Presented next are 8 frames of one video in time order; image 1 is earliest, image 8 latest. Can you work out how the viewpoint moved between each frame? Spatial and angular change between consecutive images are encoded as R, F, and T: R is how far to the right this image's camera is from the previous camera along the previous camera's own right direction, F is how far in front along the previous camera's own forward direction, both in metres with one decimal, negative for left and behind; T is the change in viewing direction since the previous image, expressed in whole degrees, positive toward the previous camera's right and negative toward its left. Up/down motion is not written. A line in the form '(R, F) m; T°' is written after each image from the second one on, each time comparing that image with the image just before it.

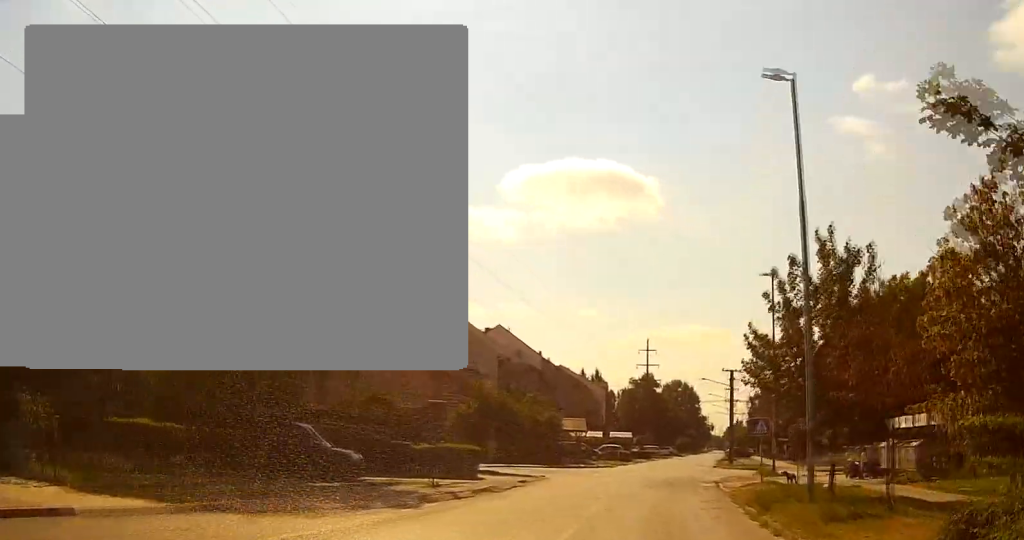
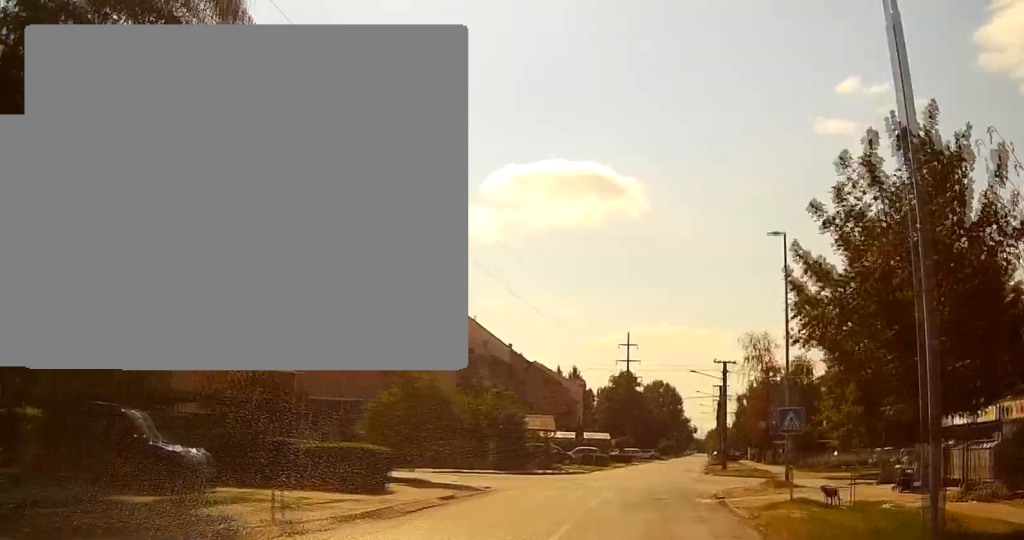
(0.0, +9.6) m; +1°
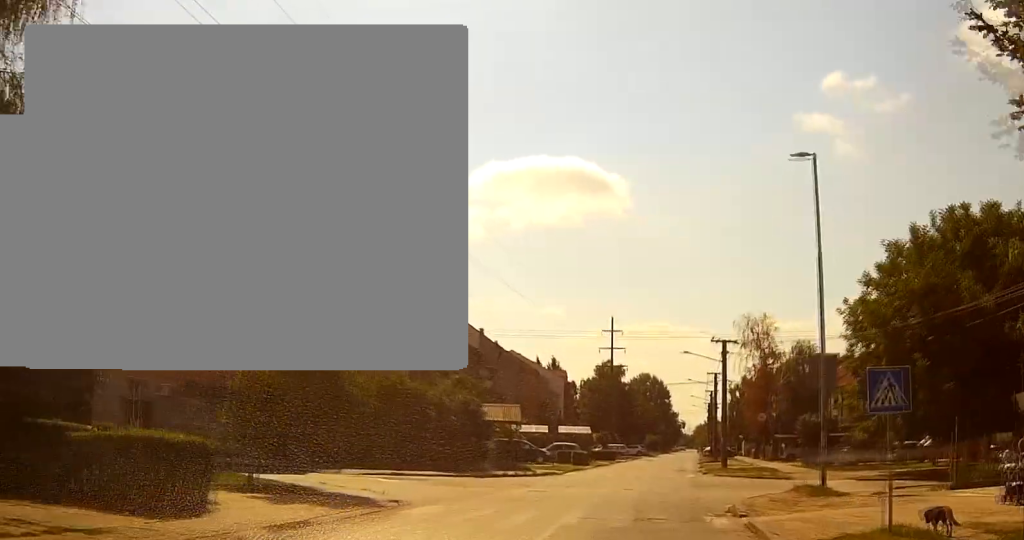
(+0.2, +9.4) m; +2°
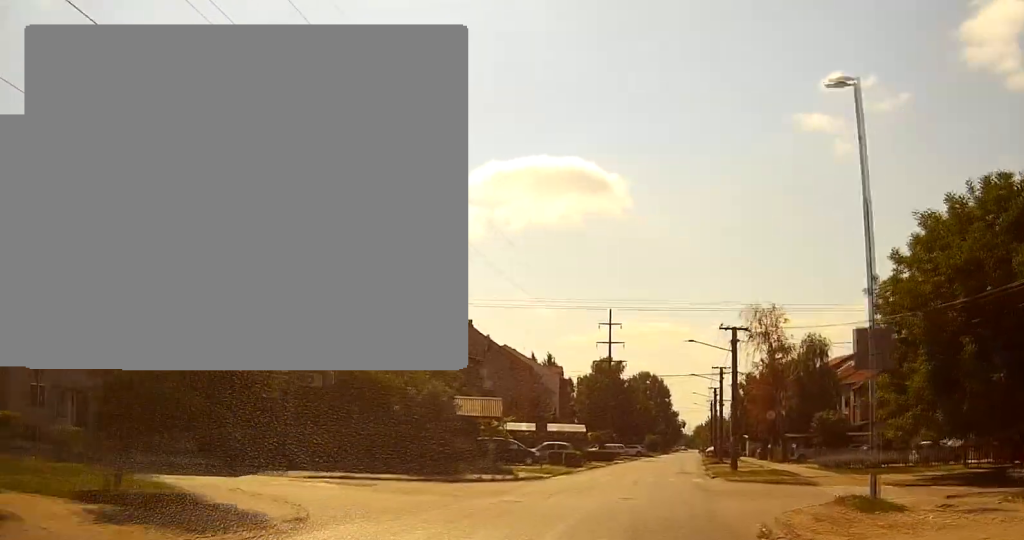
(+0.1, +5.8) m; +1°
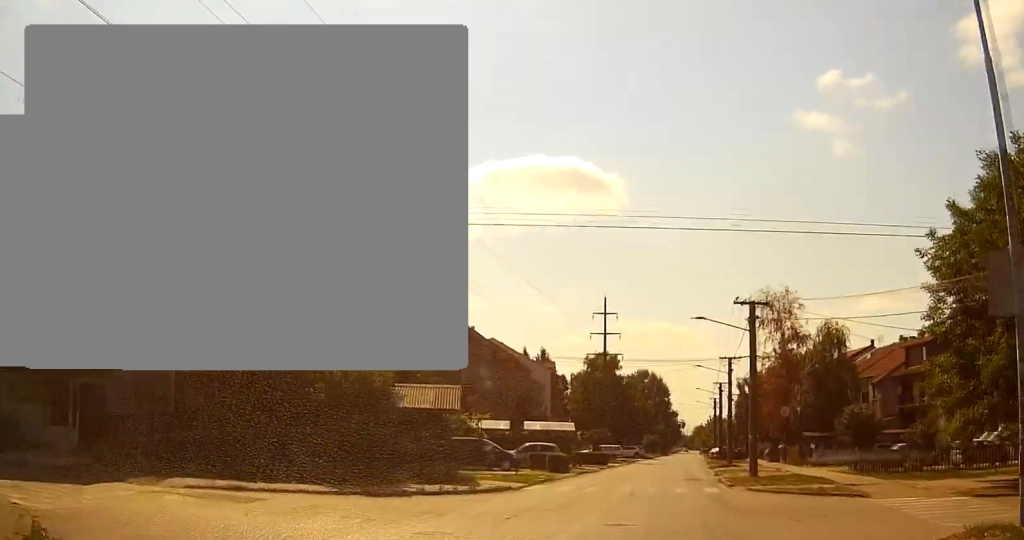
(0.0, +8.5) m; 0°
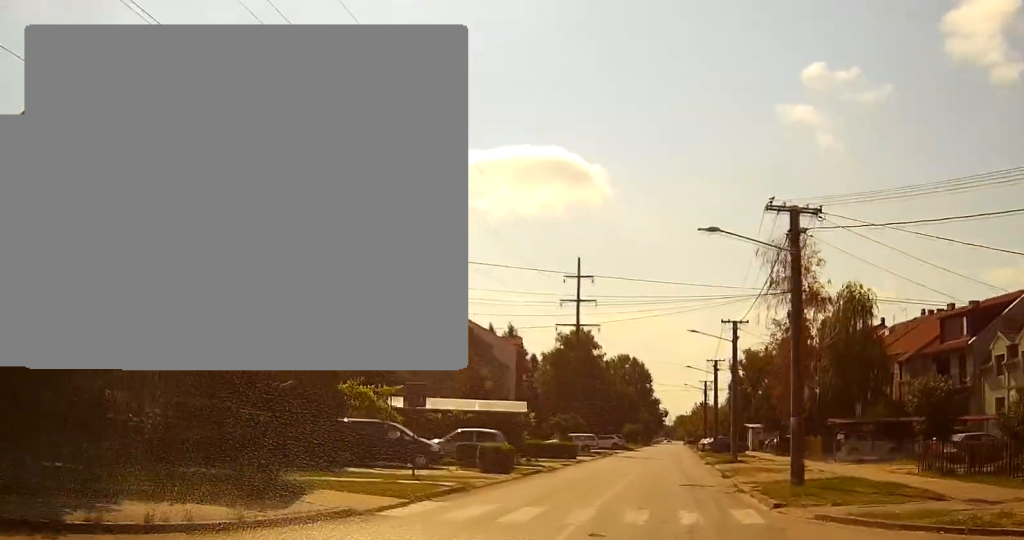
(0.0, +14.4) m; 0°
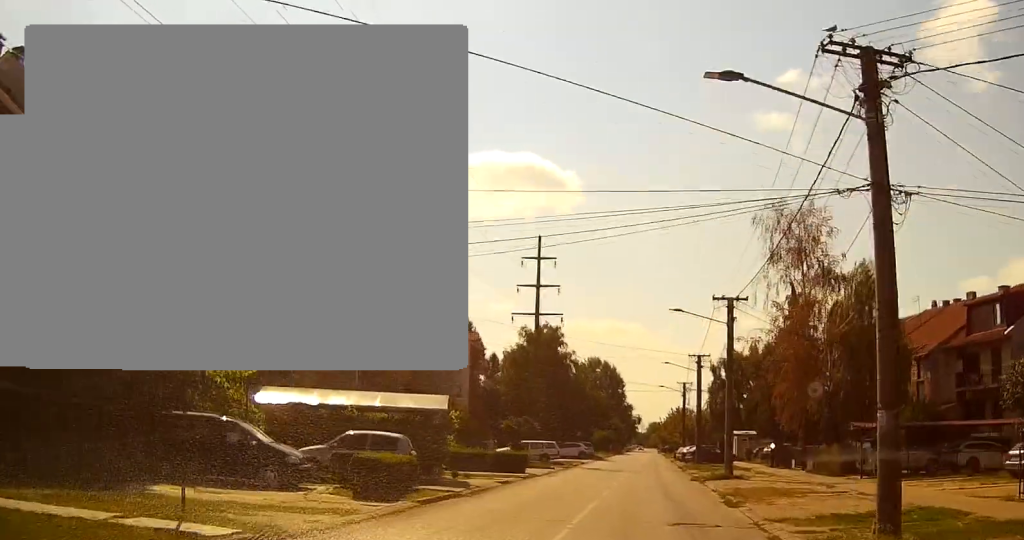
(0.0, +11.1) m; 0°
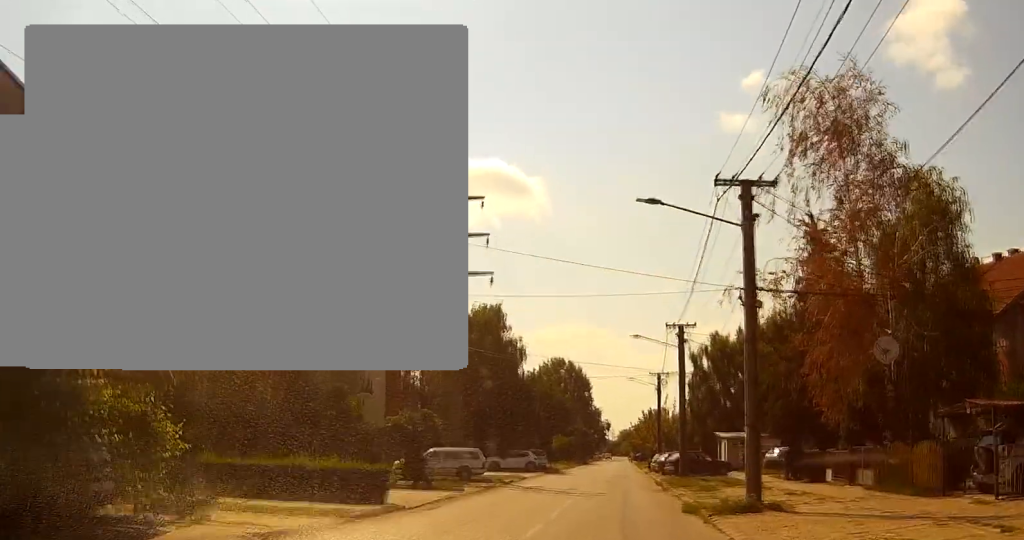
(+0.3, +17.4) m; +2°
